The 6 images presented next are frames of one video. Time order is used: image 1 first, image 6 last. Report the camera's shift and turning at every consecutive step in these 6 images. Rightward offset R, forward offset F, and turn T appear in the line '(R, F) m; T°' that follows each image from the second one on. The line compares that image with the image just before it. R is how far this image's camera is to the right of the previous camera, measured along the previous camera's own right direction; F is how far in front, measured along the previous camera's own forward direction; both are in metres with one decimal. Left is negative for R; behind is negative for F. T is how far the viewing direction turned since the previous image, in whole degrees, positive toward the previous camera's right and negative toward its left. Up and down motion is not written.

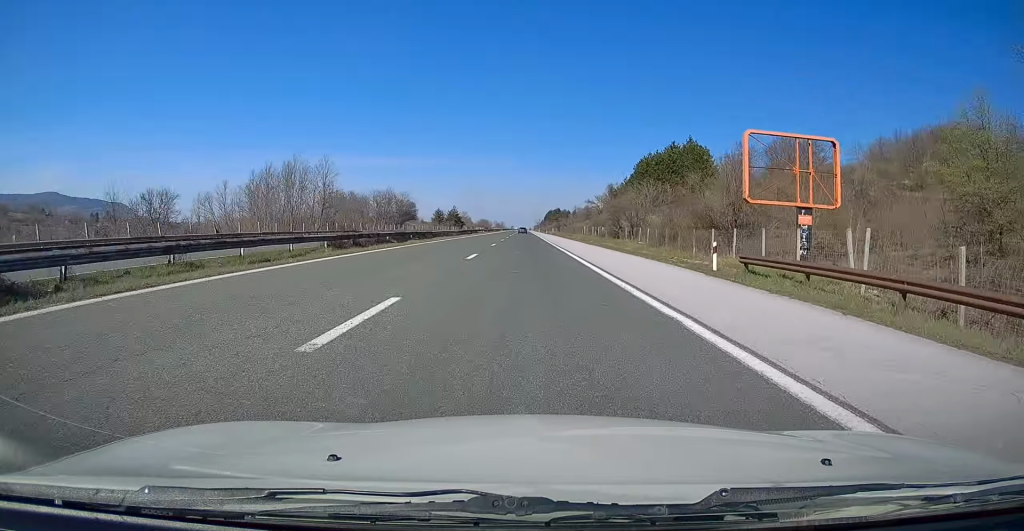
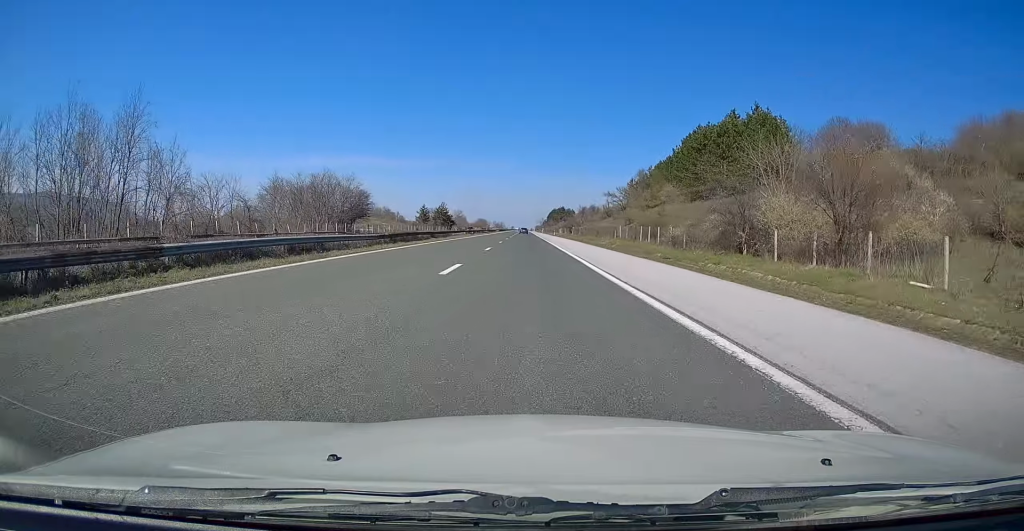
(+0.1, +39.0) m; 0°
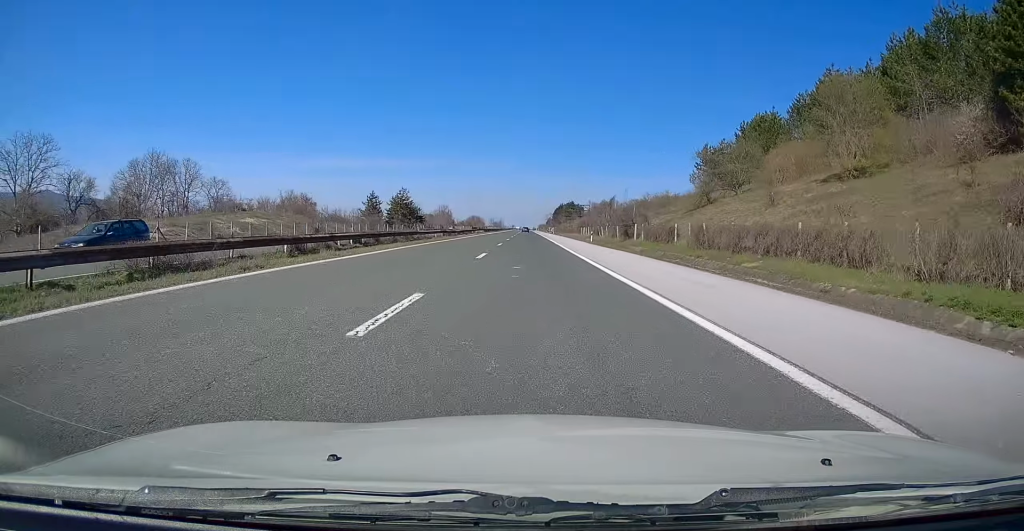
(-0.6, +72.4) m; 0°
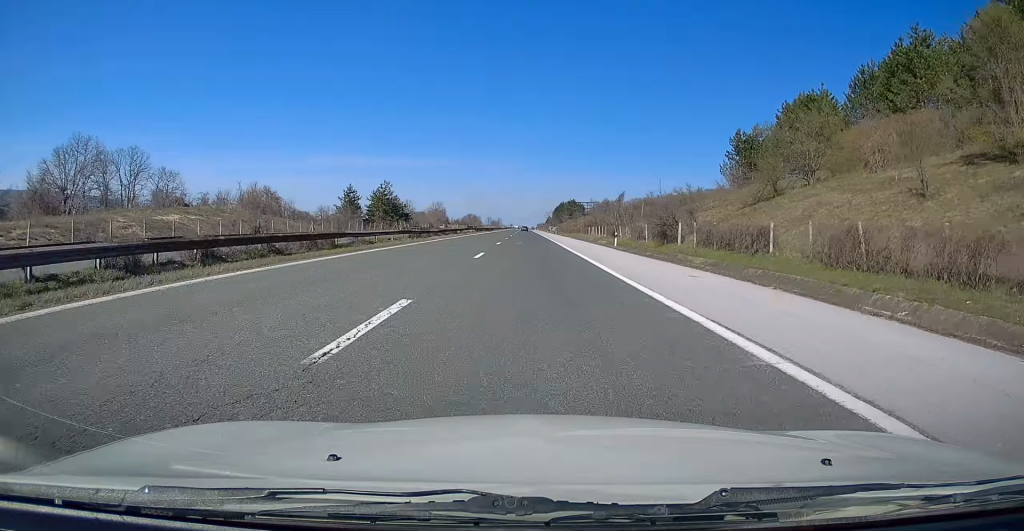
(+0.1, +17.1) m; 0°
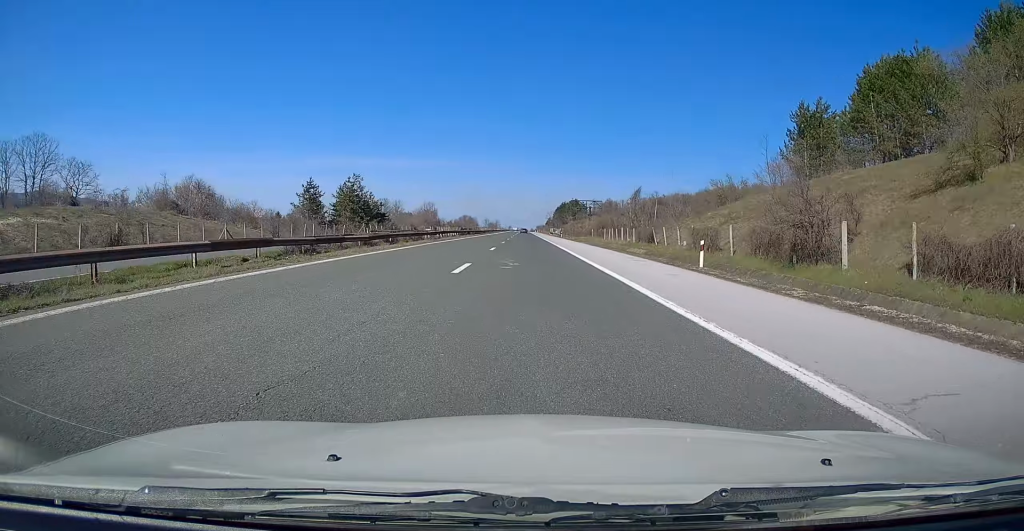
(0.0, +22.1) m; 0°
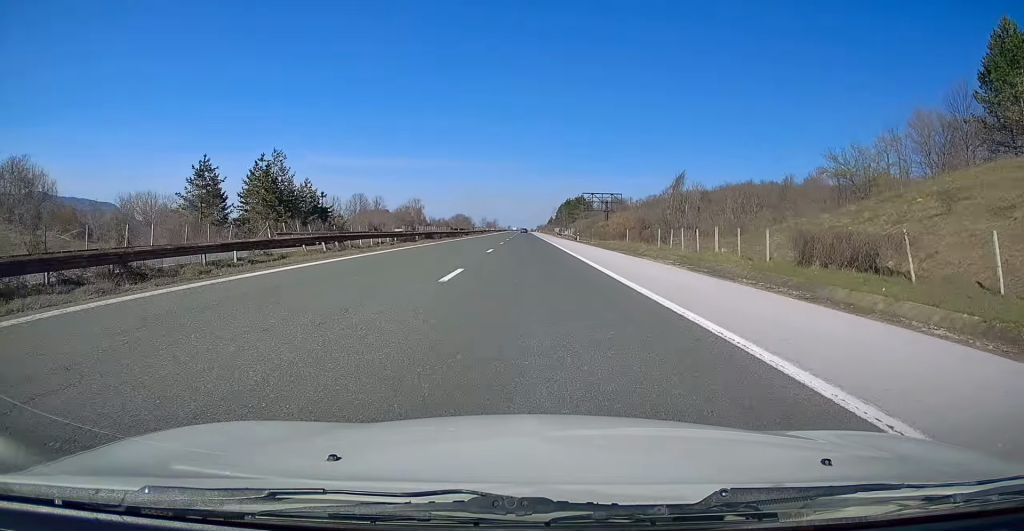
(+0.1, +34.2) m; 0°
